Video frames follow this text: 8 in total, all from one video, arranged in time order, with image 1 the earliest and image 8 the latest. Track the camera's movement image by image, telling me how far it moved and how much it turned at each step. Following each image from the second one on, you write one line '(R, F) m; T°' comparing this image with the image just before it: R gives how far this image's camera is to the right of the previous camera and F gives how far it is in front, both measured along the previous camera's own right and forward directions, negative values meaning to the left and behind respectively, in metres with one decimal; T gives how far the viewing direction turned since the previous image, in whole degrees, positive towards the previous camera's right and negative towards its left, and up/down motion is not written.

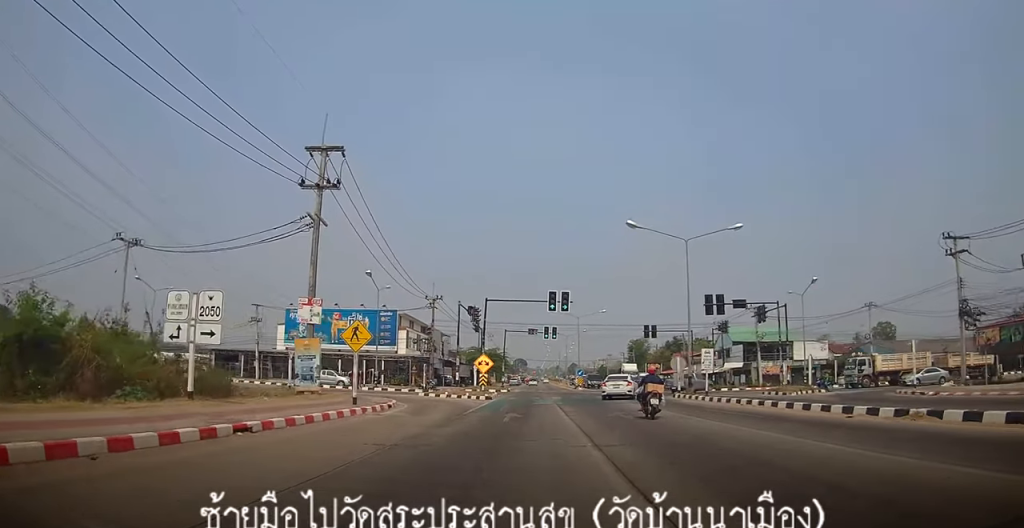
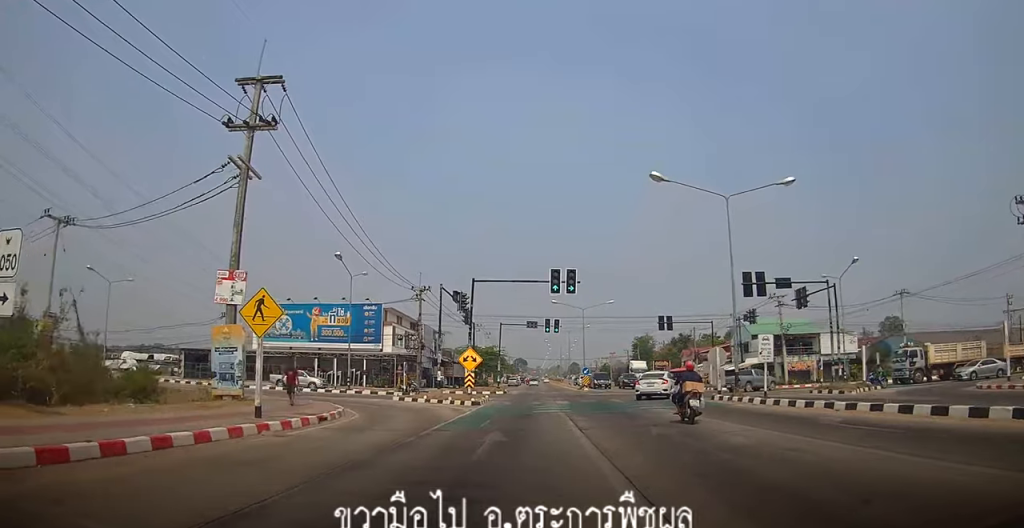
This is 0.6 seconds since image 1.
(-0.1, +7.5) m; +1°
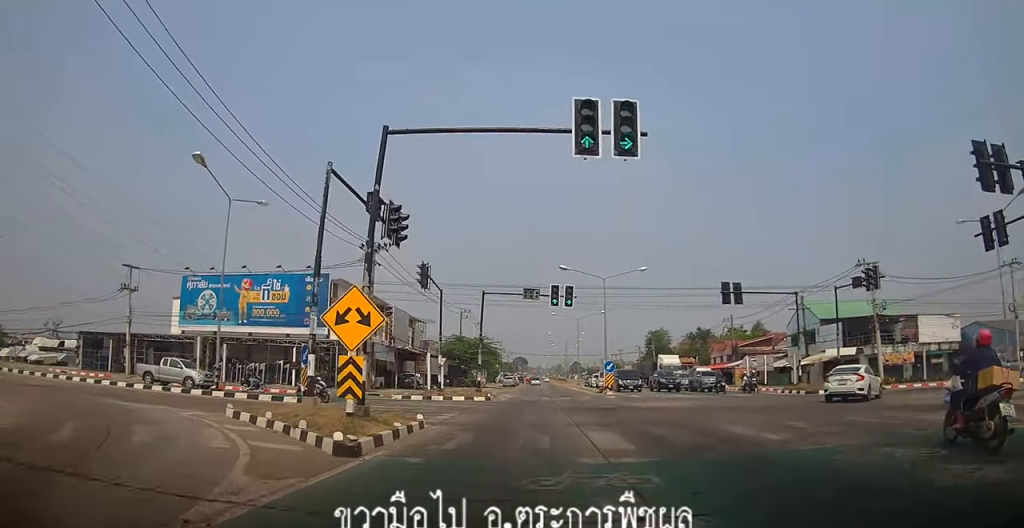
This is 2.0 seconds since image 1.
(+0.4, +18.5) m; +1°
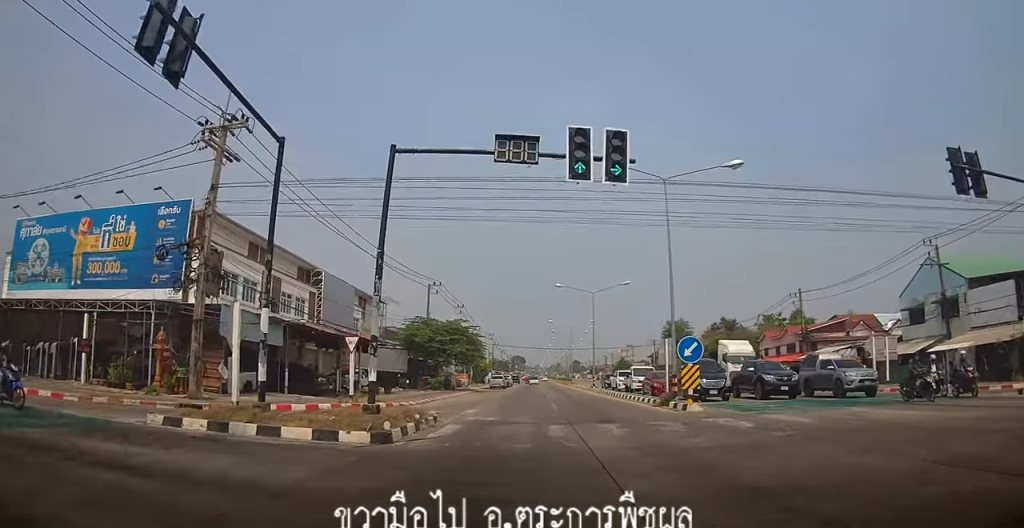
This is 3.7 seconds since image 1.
(-0.5, +22.1) m; 0°
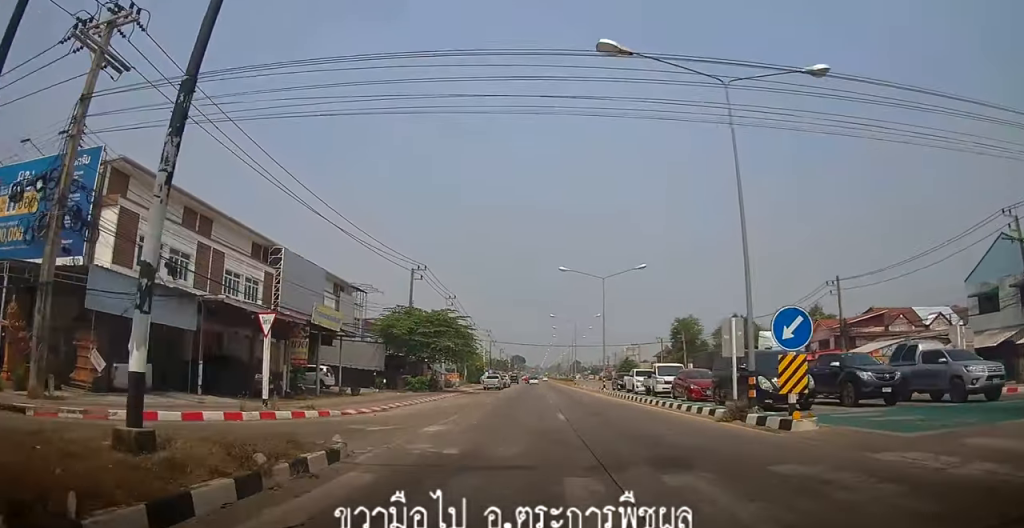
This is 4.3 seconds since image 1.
(+0.1, +7.8) m; +1°
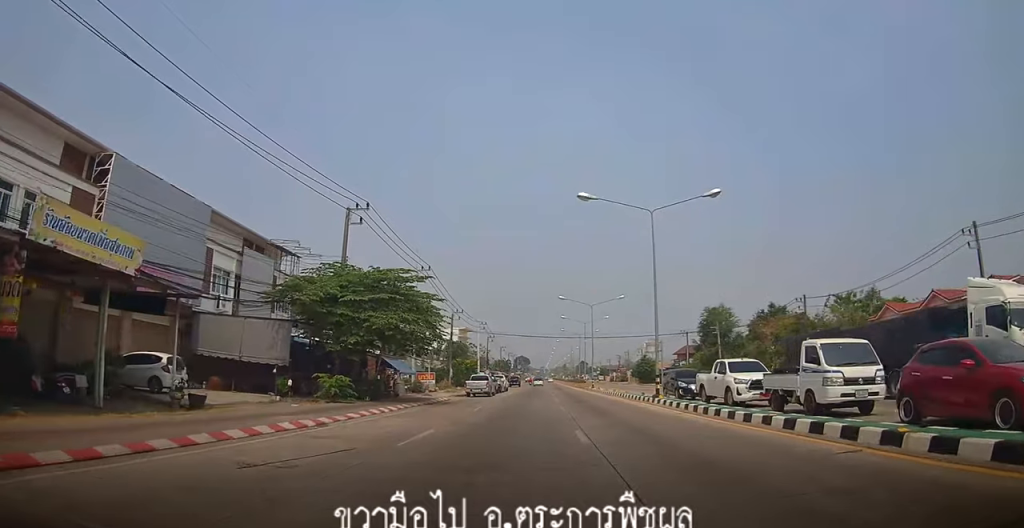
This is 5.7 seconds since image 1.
(+0.2, +17.8) m; -1°
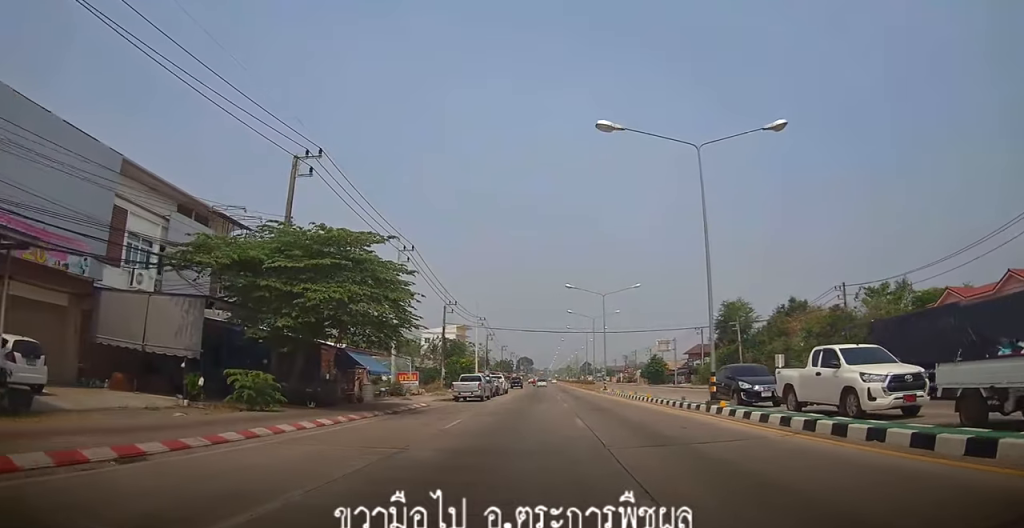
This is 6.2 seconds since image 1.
(-0.2, +7.7) m; -1°
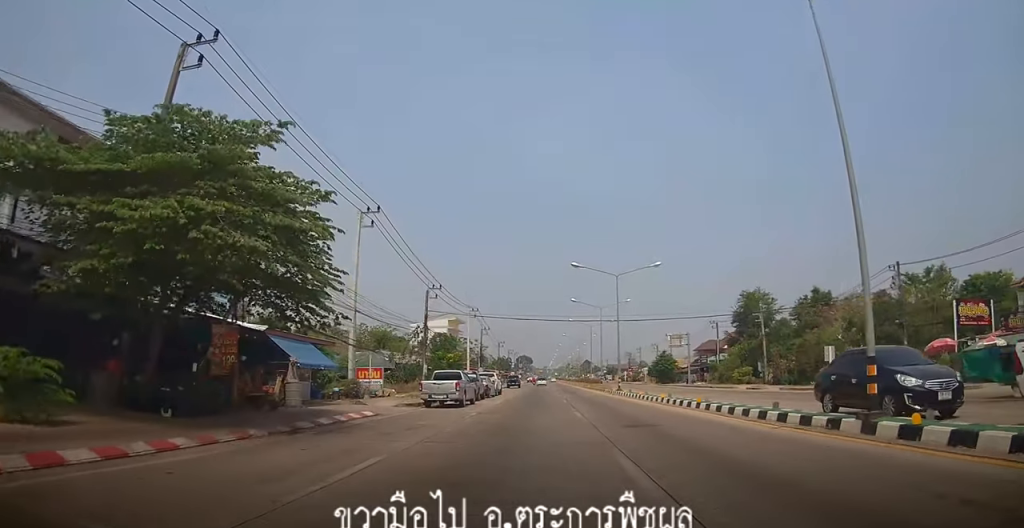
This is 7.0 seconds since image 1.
(-0.2, +9.0) m; 0°
